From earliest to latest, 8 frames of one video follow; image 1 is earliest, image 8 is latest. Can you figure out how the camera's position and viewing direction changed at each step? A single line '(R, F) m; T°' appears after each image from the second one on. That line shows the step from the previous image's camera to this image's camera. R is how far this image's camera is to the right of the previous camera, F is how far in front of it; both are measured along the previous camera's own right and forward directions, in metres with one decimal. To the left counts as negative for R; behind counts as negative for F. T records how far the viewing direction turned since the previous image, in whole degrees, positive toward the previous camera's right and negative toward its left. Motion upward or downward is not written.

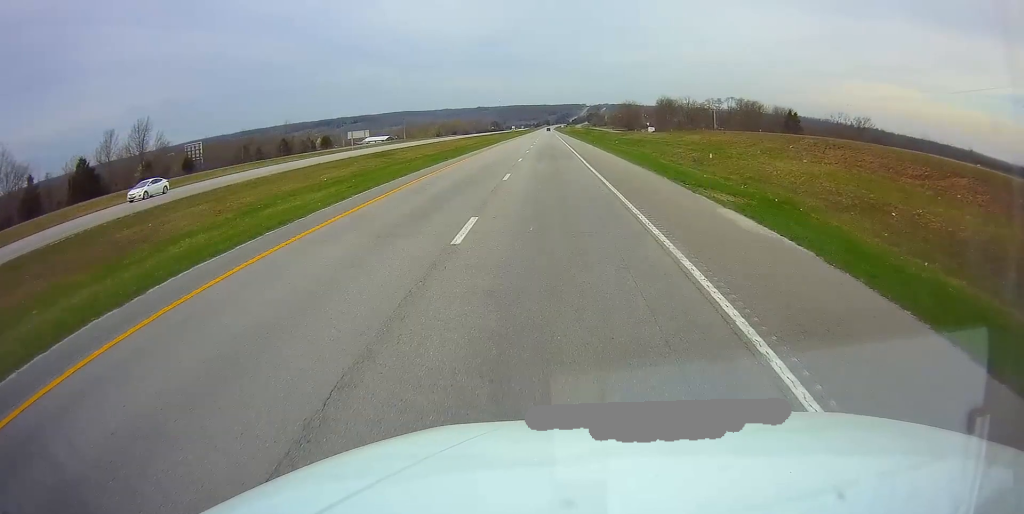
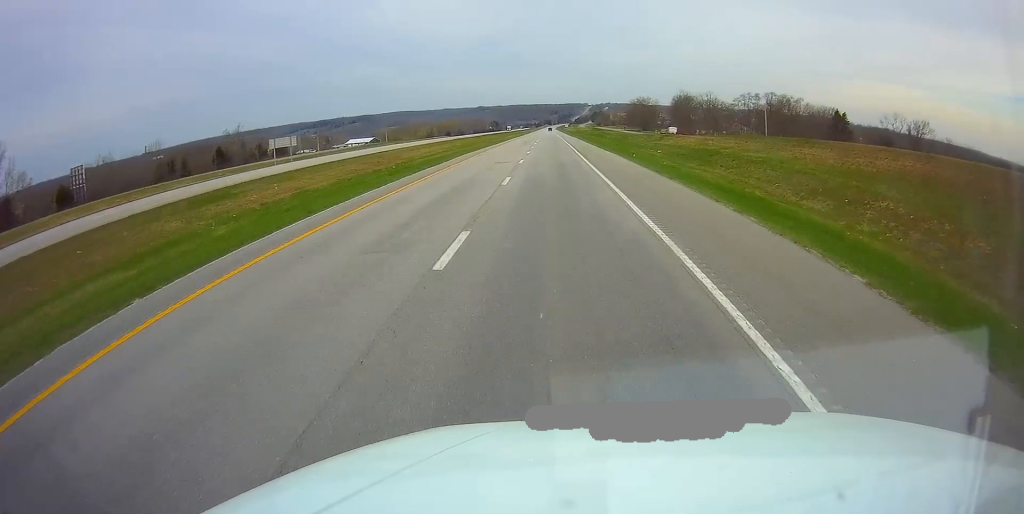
(+0.1, +39.0) m; 0°
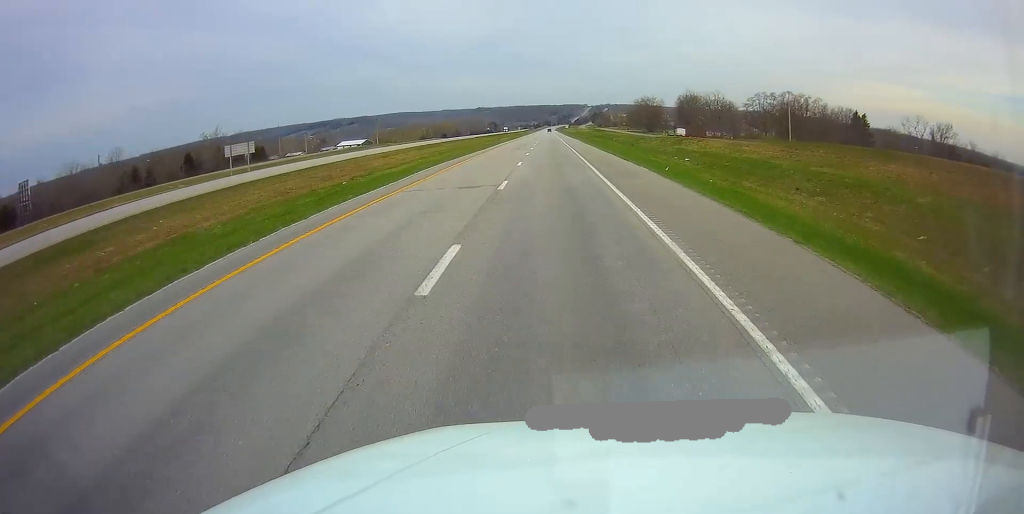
(0.0, +13.7) m; 0°
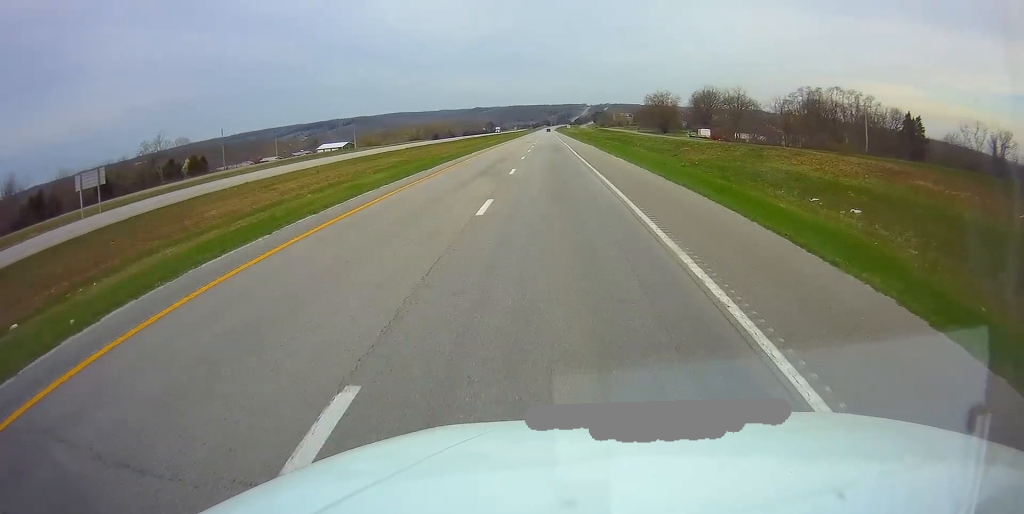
(-0.1, +30.5) m; 0°
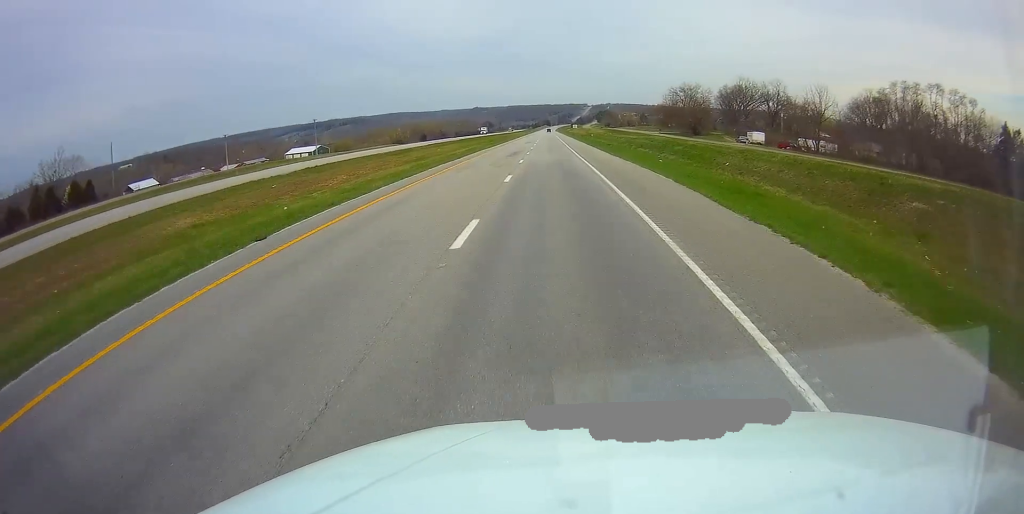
(+0.4, +40.9) m; 0°
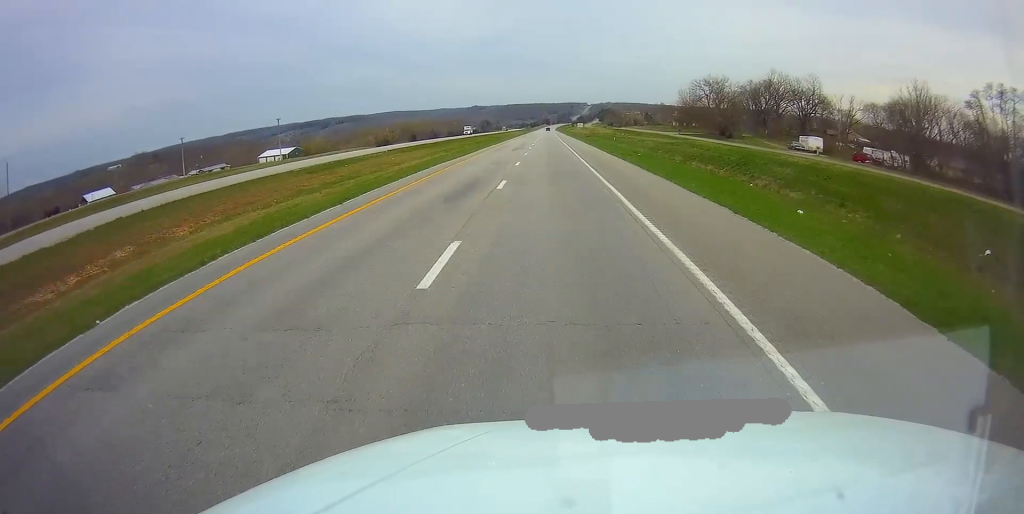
(-0.1, +27.1) m; 0°
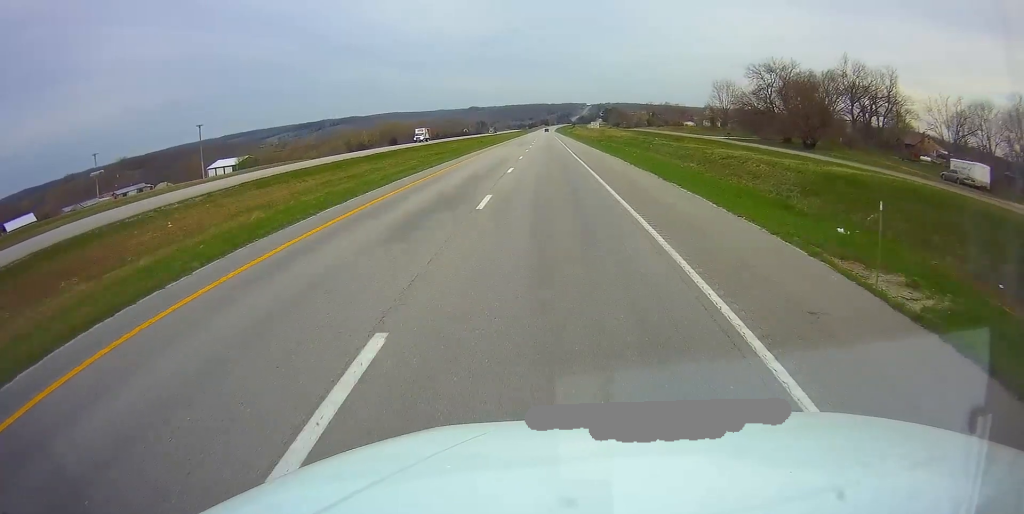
(0.0, +41.8) m; 0°
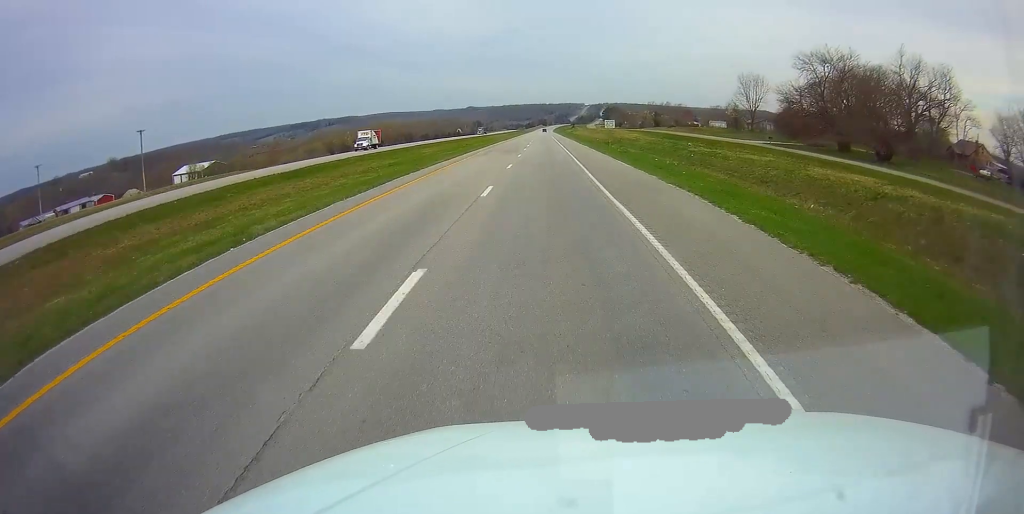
(0.0, +21.9) m; 0°
